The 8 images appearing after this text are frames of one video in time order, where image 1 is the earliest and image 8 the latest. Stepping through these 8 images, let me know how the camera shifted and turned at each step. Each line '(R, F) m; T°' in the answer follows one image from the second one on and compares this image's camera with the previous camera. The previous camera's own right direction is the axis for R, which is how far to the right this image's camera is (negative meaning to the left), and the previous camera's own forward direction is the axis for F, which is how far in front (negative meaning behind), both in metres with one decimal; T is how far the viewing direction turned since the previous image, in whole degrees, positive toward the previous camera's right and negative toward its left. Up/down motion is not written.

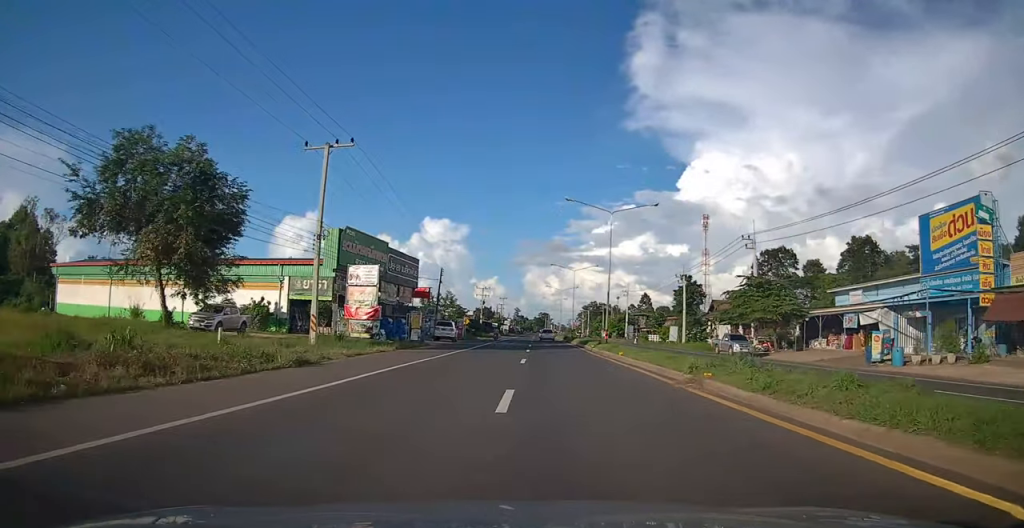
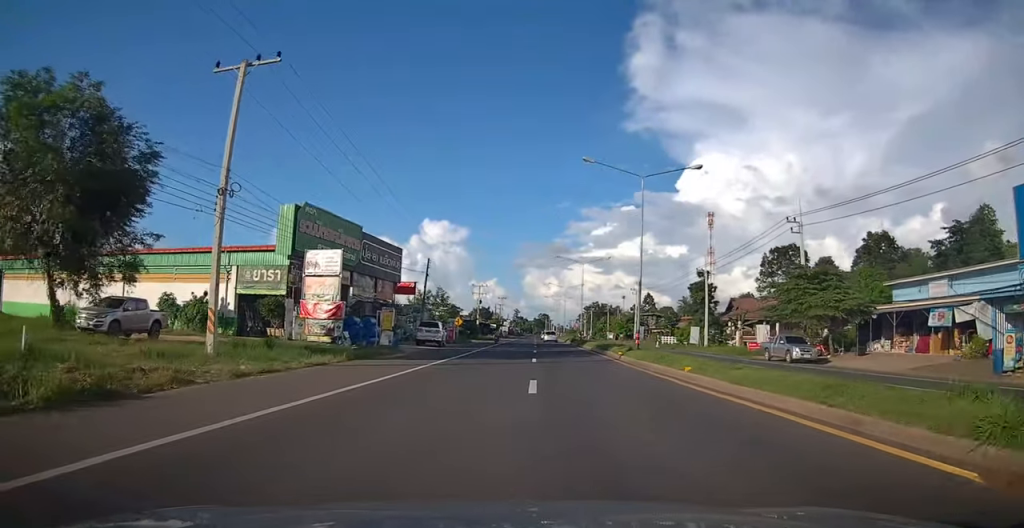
(0.0, +9.0) m; 0°
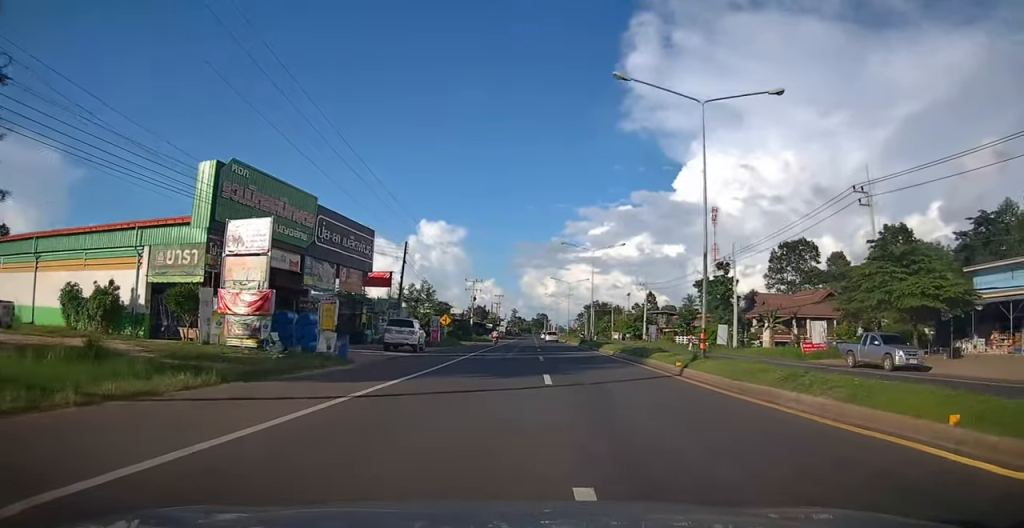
(0.0, +9.6) m; +1°
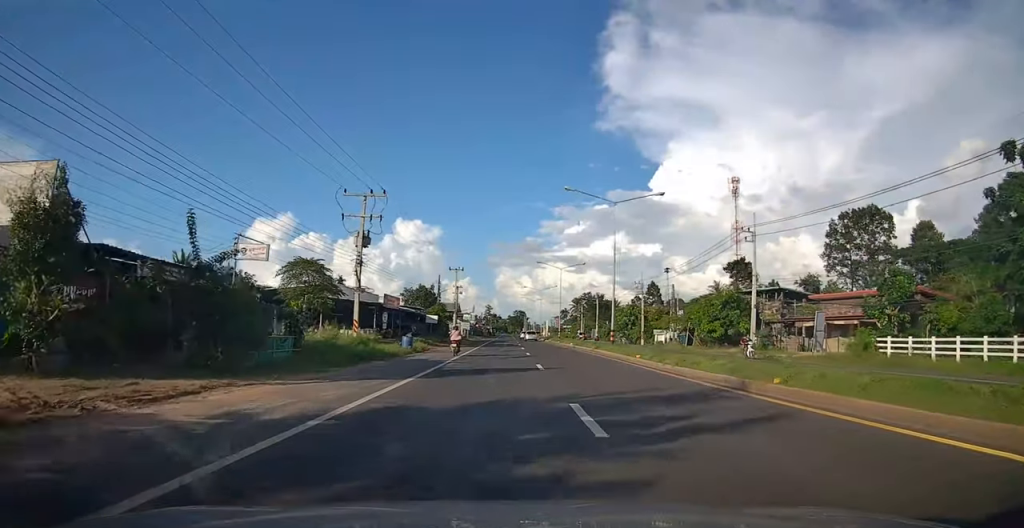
(+1.3, +55.7) m; +2°
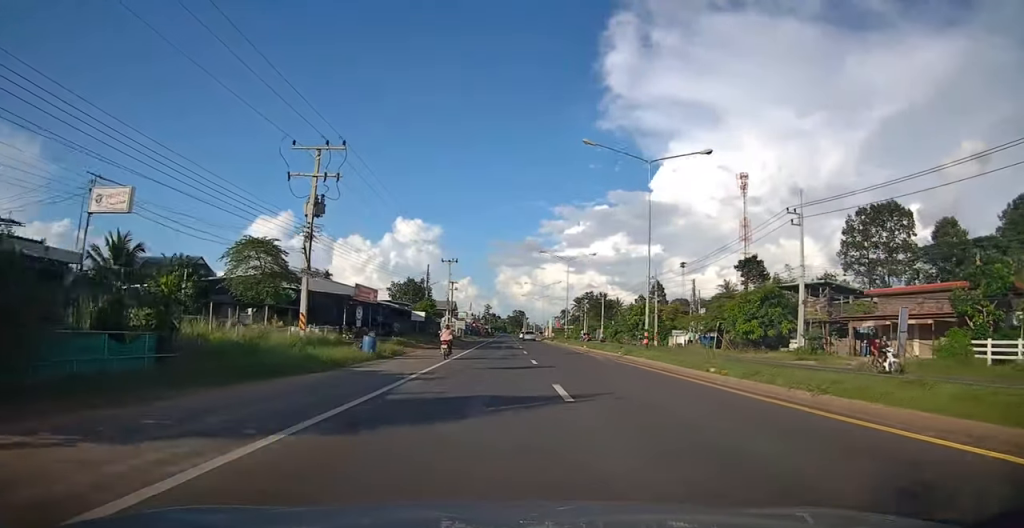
(+0.2, +8.5) m; +1°
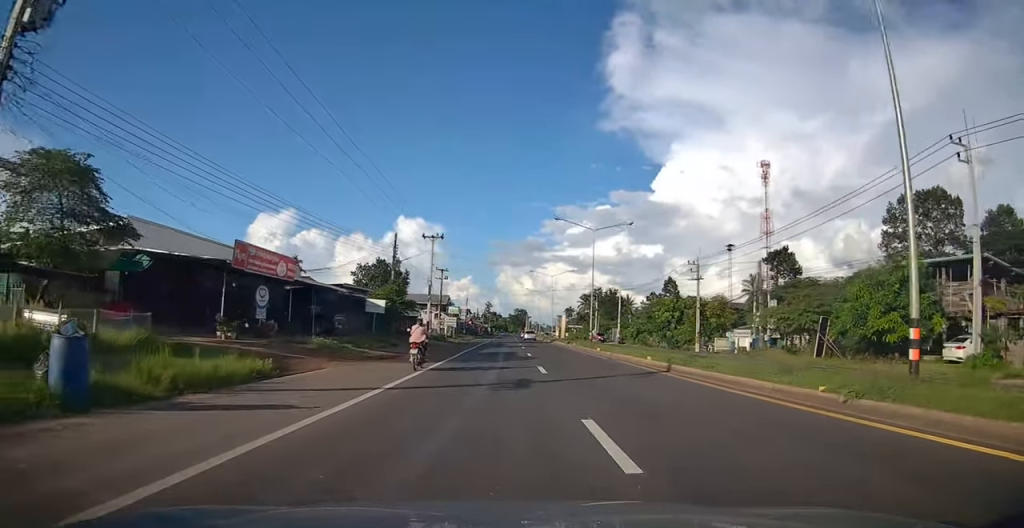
(-0.1, +17.3) m; 0°
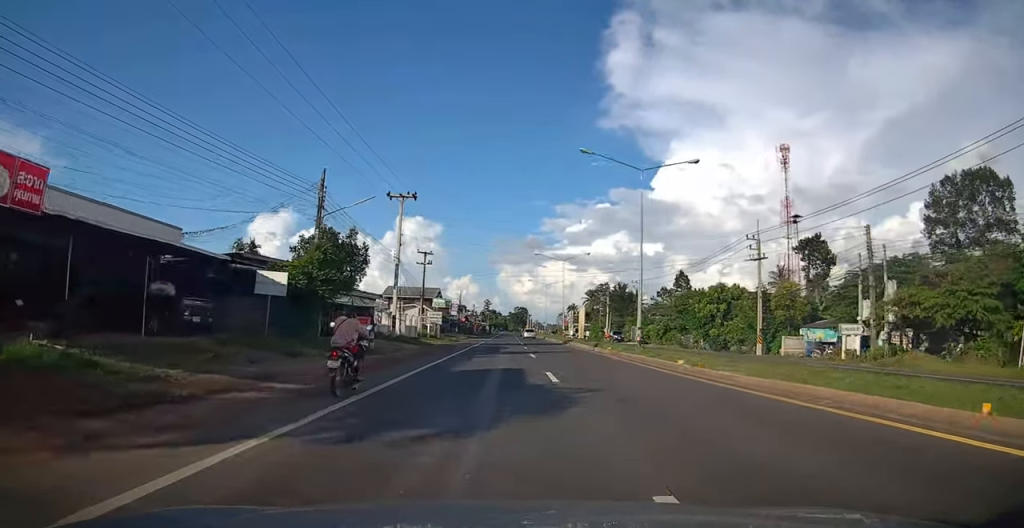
(0.0, +16.0) m; 0°
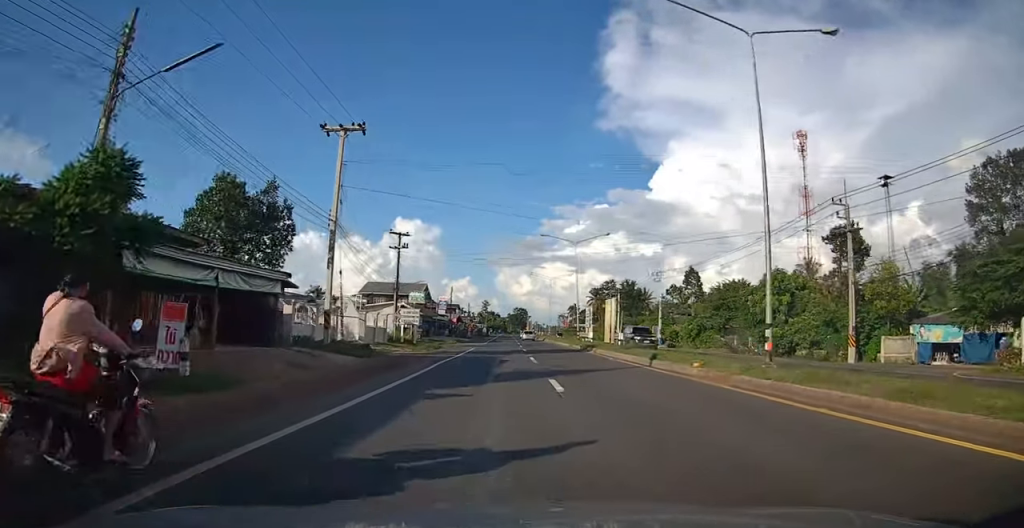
(0.0, +13.9) m; -1°
